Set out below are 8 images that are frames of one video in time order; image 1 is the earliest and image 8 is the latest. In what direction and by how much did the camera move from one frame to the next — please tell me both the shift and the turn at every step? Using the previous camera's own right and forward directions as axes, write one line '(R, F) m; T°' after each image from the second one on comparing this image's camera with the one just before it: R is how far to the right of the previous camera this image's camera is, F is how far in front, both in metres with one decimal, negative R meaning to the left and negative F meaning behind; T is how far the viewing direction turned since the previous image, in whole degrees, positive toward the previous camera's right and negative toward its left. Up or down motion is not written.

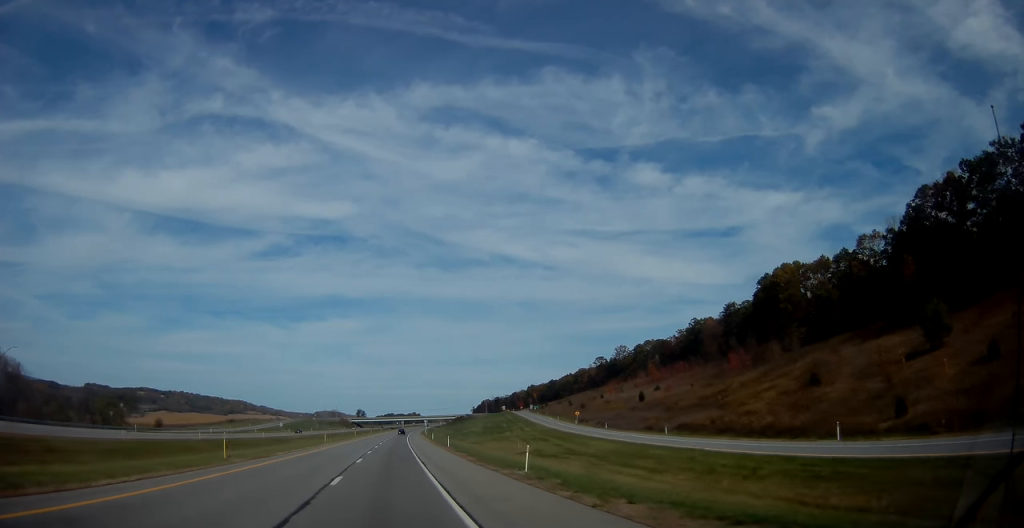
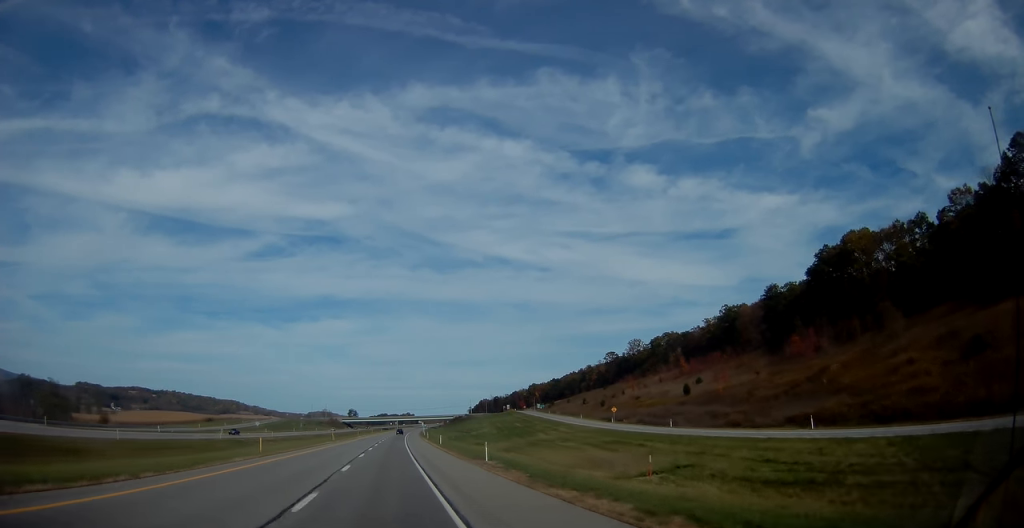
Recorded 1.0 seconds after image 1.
(+0.3, +30.5) m; +1°
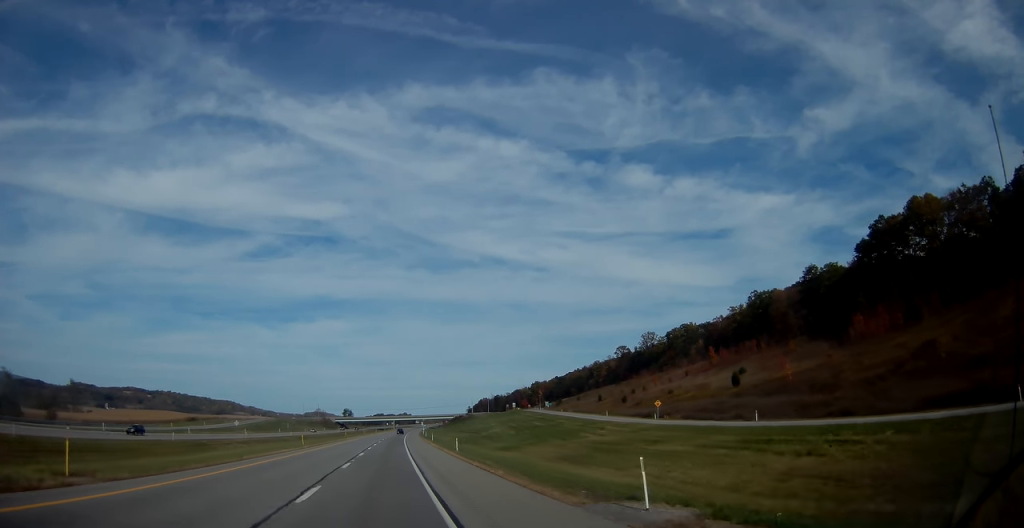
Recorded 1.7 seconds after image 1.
(0.0, +23.1) m; 0°
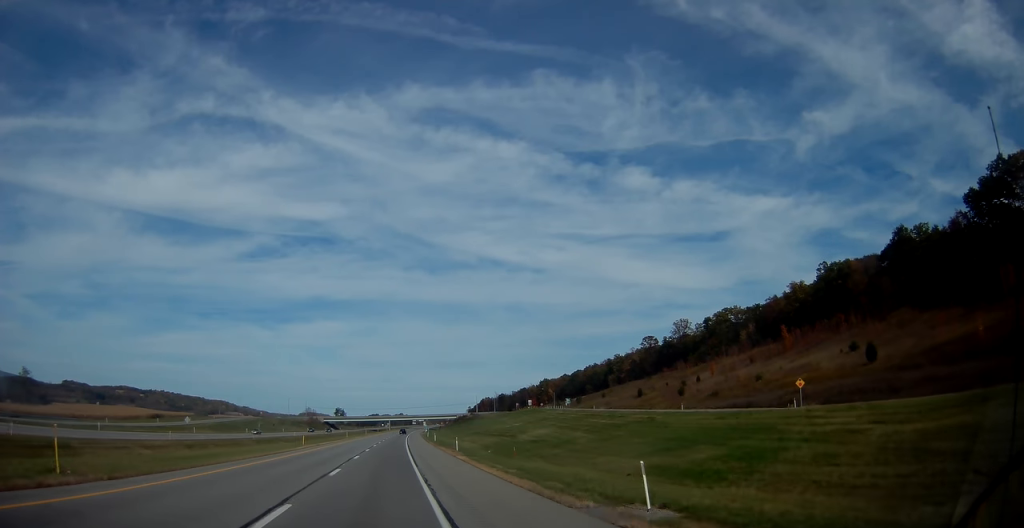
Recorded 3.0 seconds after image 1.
(+0.4, +41.1) m; +1°
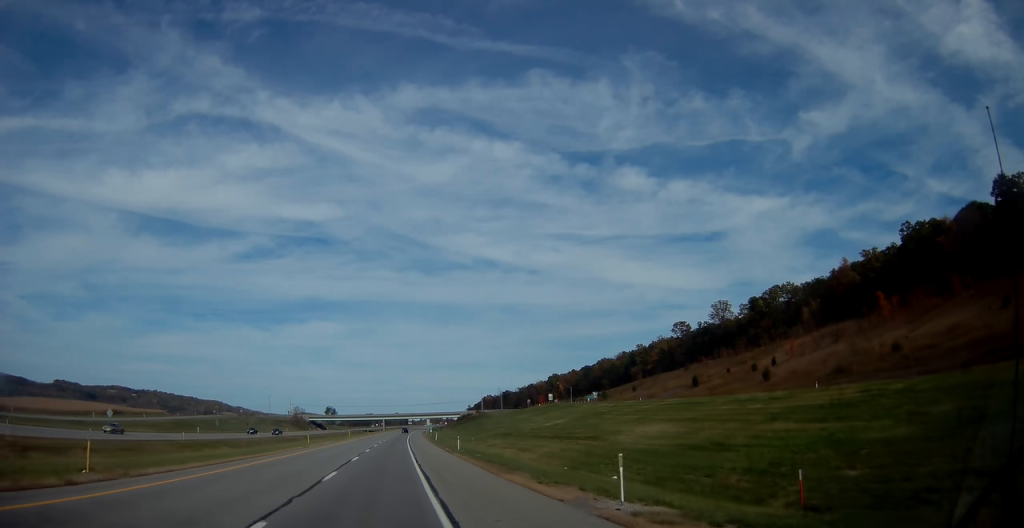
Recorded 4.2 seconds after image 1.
(+0.2, +39.0) m; +1°
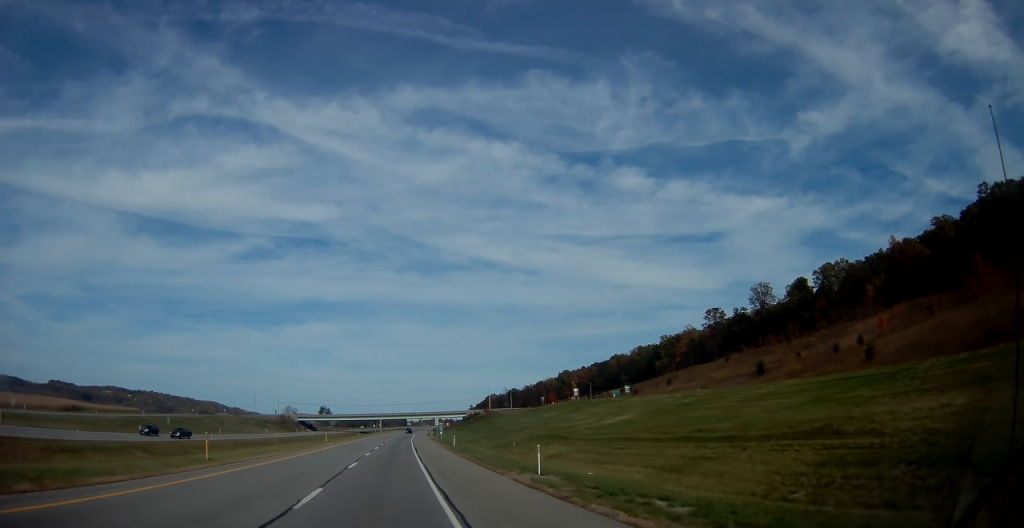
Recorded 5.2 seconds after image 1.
(+0.2, +30.6) m; 0°
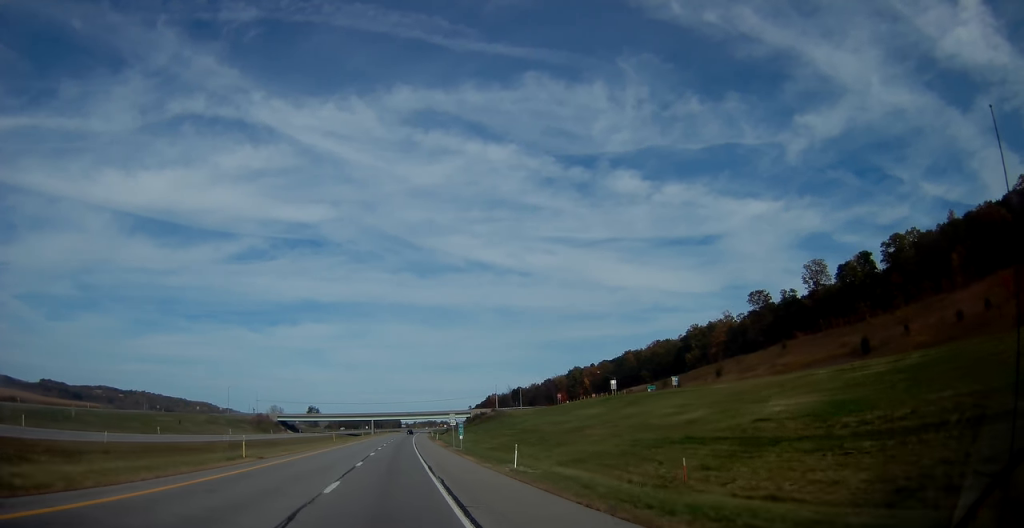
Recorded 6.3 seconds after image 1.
(0.0, +34.8) m; 0°
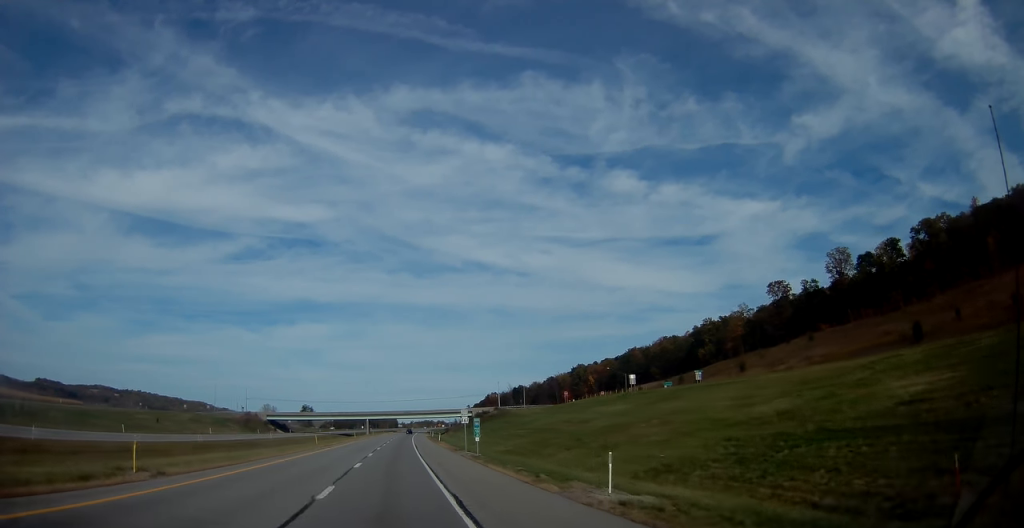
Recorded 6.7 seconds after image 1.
(0.0, +13.7) m; 0°
